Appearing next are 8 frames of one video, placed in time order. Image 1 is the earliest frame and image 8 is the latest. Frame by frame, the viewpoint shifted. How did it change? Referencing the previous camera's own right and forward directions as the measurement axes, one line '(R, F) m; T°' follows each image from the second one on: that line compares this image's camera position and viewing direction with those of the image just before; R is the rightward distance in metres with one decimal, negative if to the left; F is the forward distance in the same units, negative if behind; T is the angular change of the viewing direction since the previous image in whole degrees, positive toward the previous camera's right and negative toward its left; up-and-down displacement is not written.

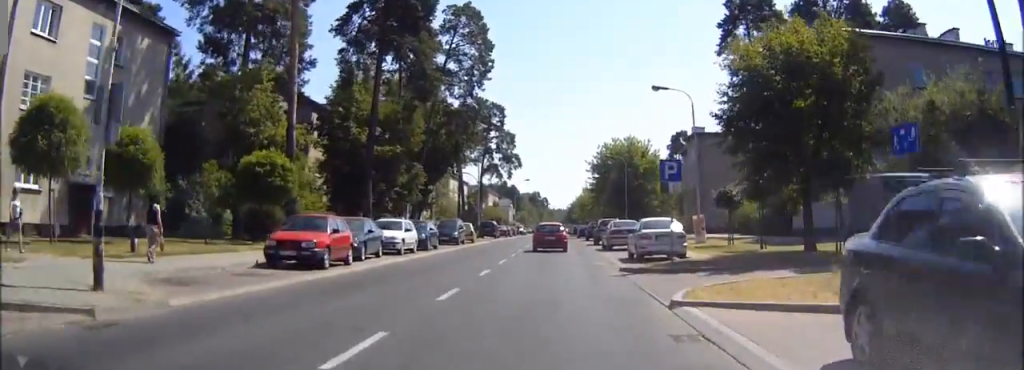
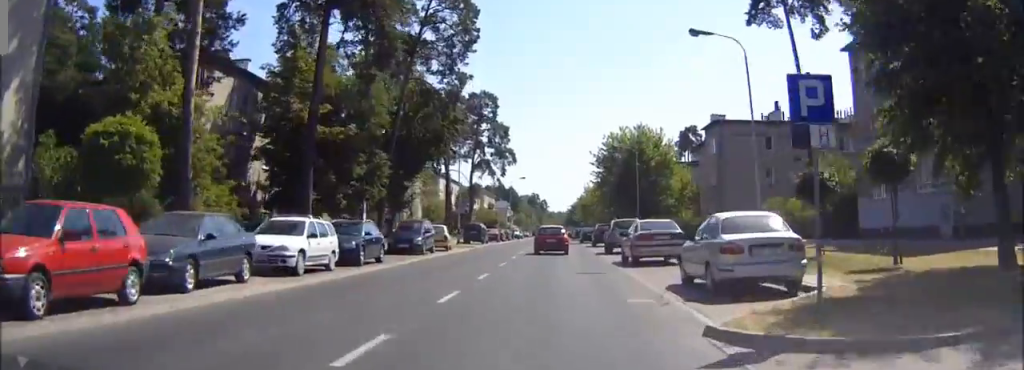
(0.0, +11.8) m; 0°
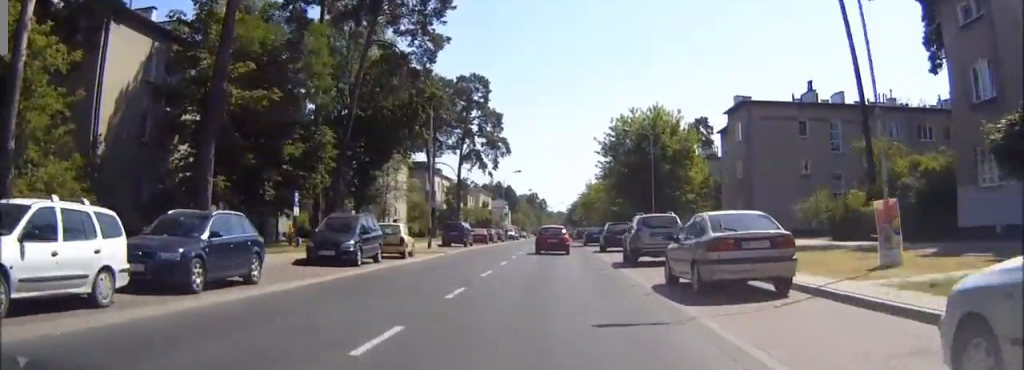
(0.0, +11.1) m; 0°
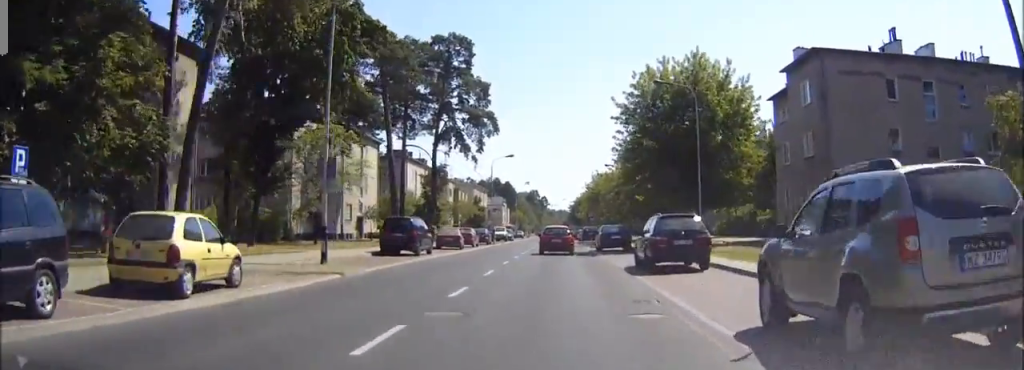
(-0.1, +18.1) m; 0°
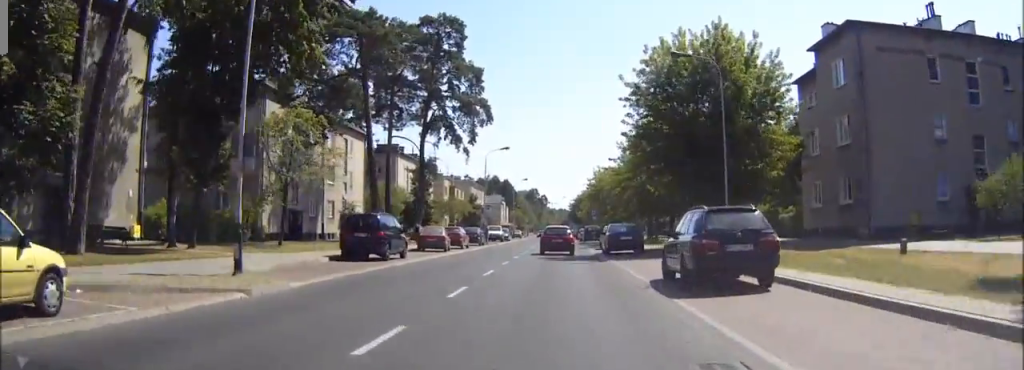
(0.0, +6.0) m; 0°
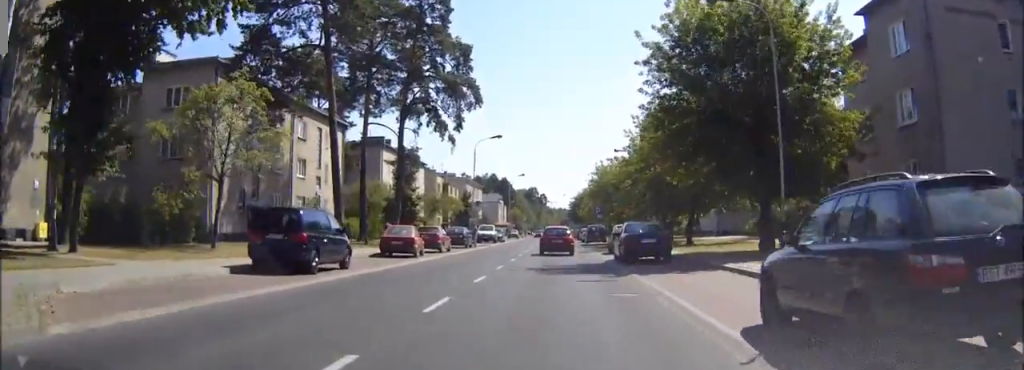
(0.0, +8.2) m; 0°
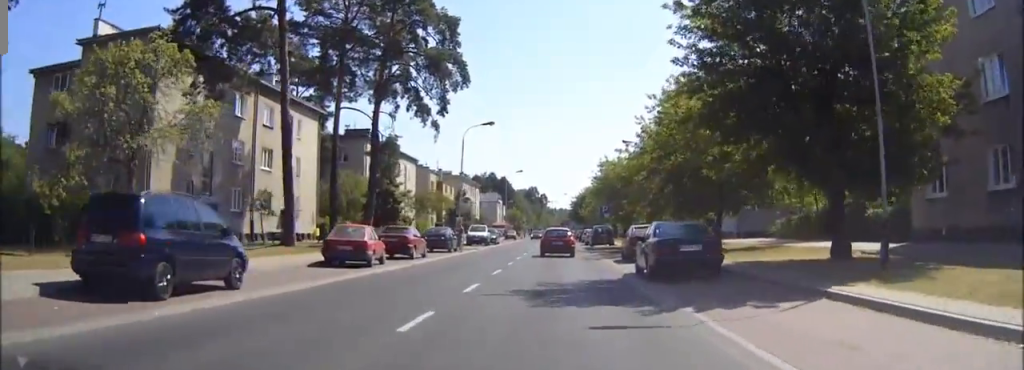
(0.0, +7.8) m; 0°
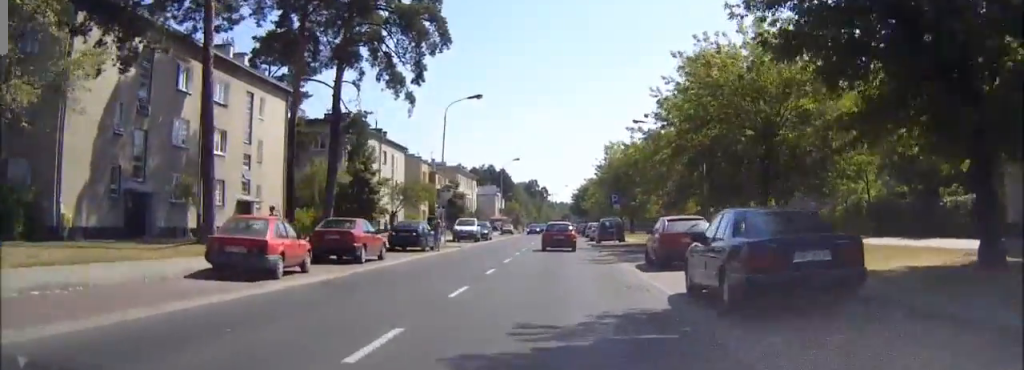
(0.0, +8.3) m; 0°
